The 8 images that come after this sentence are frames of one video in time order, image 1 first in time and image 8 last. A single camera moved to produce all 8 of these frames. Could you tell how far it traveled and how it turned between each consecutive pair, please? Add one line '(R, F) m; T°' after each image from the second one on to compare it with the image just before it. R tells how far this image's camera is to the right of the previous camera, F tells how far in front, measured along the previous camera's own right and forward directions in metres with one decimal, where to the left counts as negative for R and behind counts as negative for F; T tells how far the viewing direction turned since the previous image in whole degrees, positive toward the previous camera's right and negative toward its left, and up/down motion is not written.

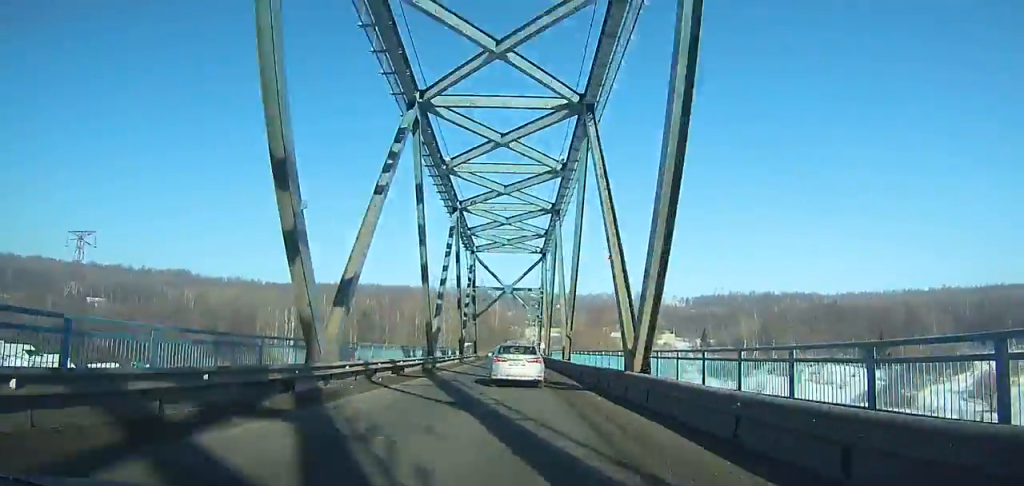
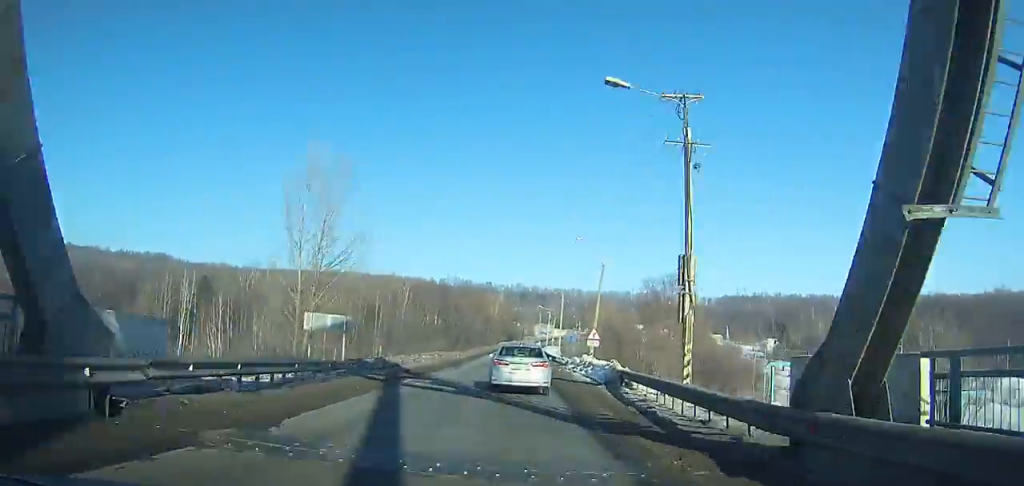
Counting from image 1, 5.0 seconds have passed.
(-0.3, +72.0) m; 0°
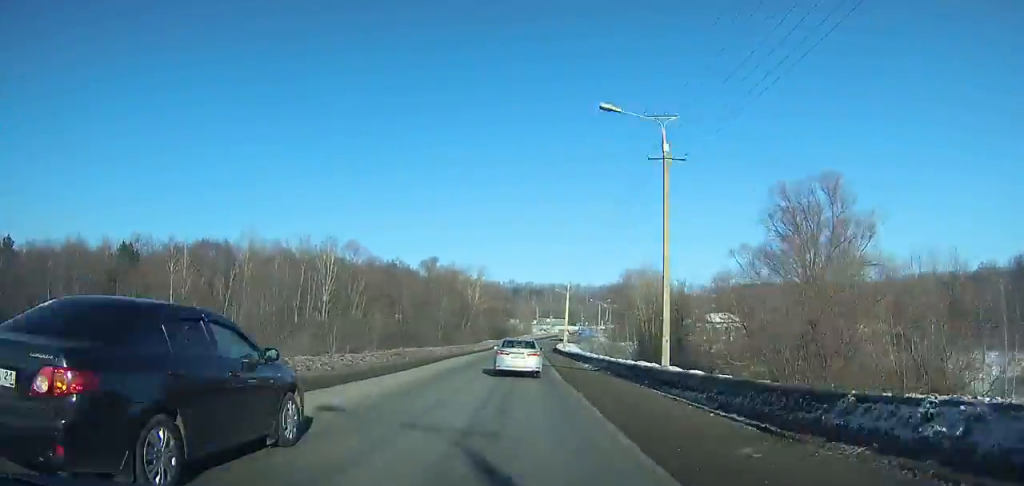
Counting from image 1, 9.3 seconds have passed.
(+0.4, +62.0) m; +1°
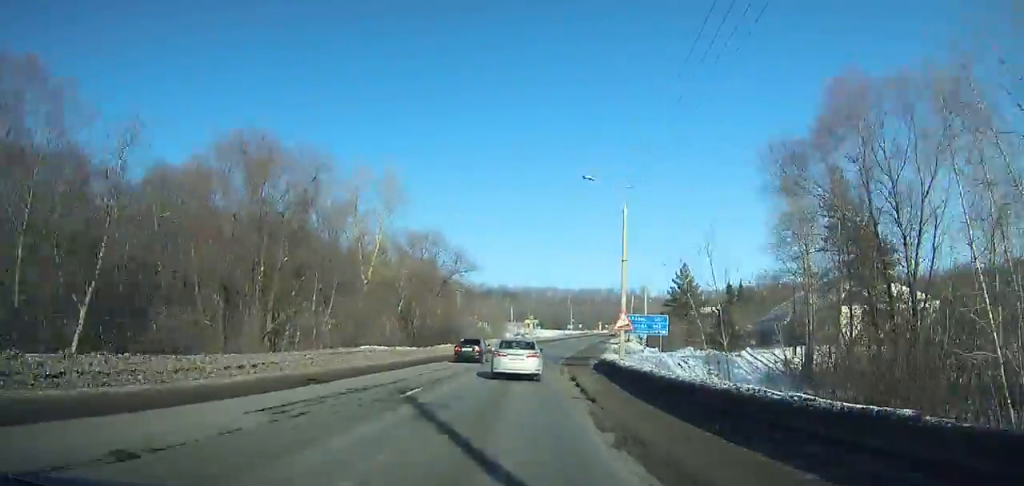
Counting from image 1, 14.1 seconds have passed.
(+1.8, +68.5) m; +4°
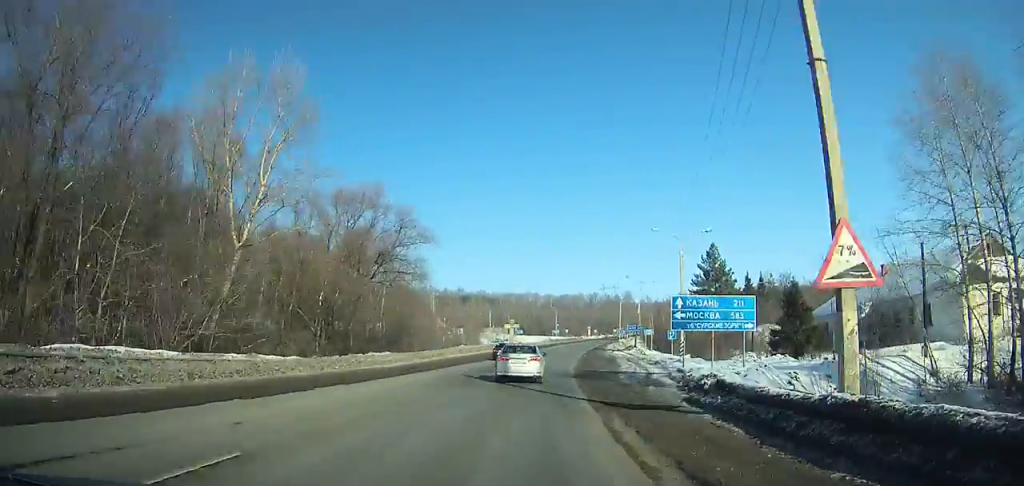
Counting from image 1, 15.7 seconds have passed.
(-0.1, +22.6) m; +2°
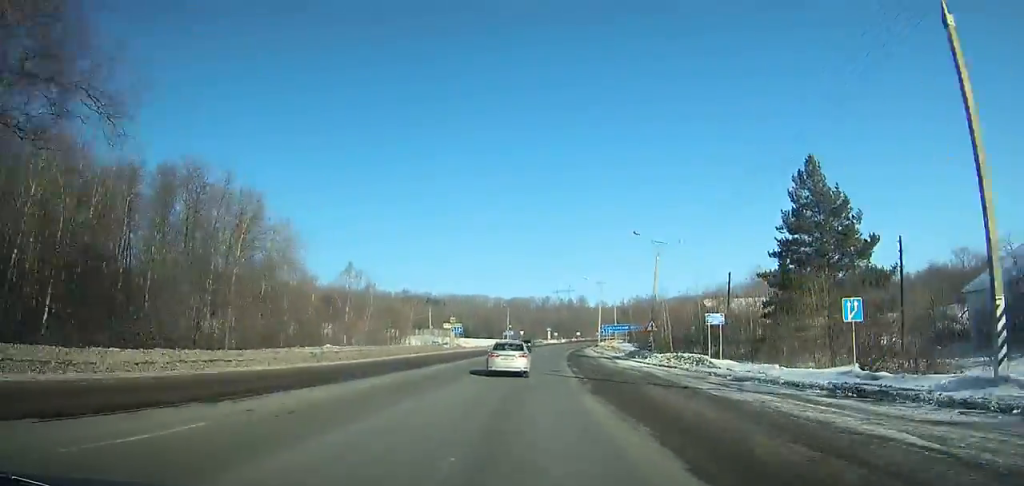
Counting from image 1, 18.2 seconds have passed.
(+1.6, +35.0) m; +4°
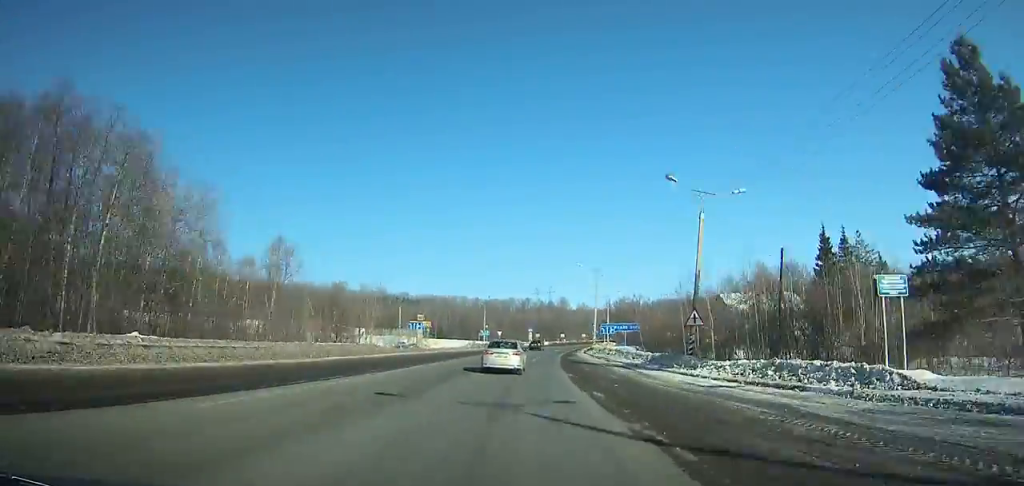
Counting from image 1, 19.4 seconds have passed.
(+0.3, +16.9) m; +2°
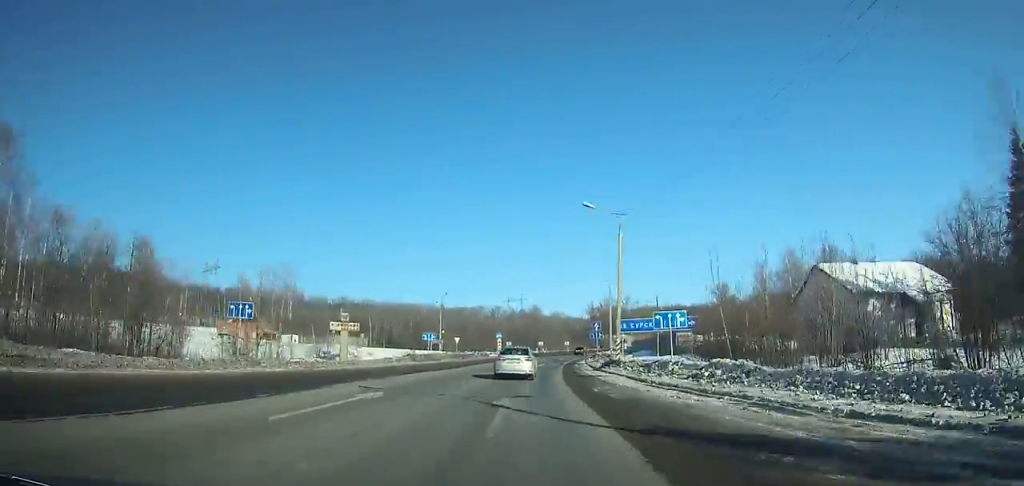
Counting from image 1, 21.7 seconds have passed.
(+0.5, +32.3) m; +4°
